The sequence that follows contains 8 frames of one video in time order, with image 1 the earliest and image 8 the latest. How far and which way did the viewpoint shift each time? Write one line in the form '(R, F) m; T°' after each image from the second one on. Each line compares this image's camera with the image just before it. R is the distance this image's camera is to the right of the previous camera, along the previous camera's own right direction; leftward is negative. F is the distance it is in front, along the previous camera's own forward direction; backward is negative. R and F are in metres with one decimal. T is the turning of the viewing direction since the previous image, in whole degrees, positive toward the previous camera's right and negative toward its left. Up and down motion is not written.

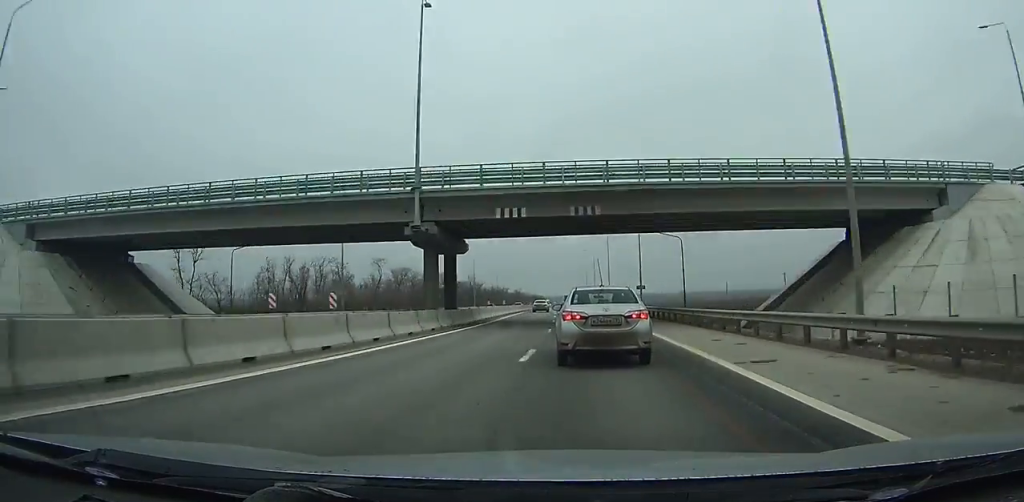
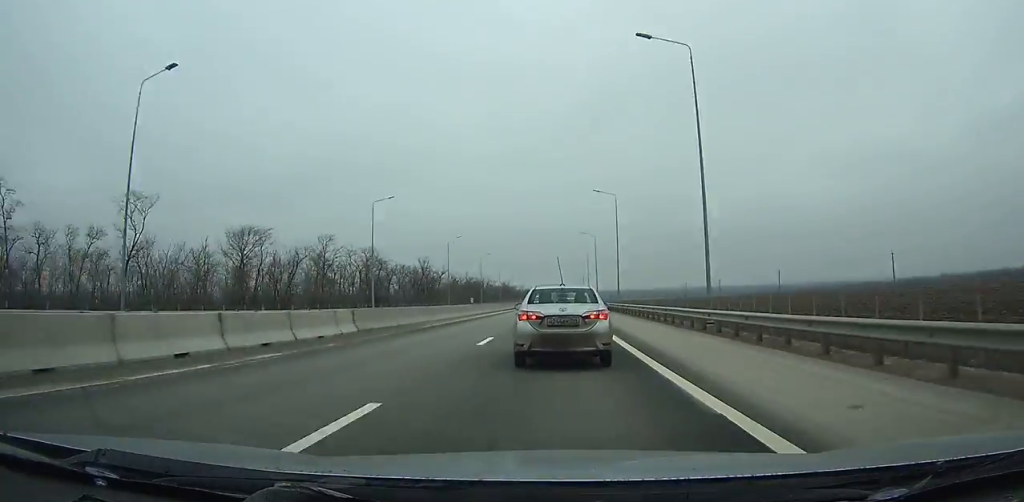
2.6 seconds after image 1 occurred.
(-0.2, +67.1) m; 0°
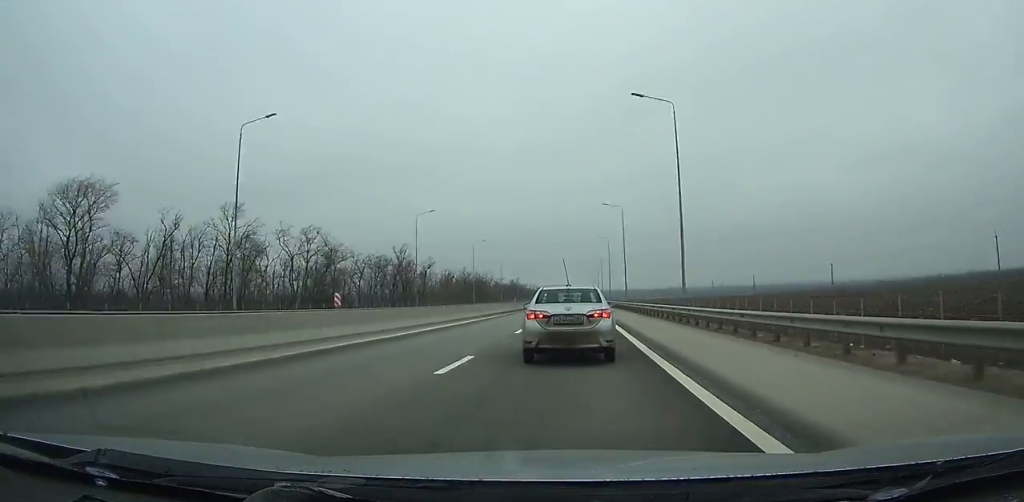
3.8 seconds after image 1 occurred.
(-0.2, +30.7) m; 0°
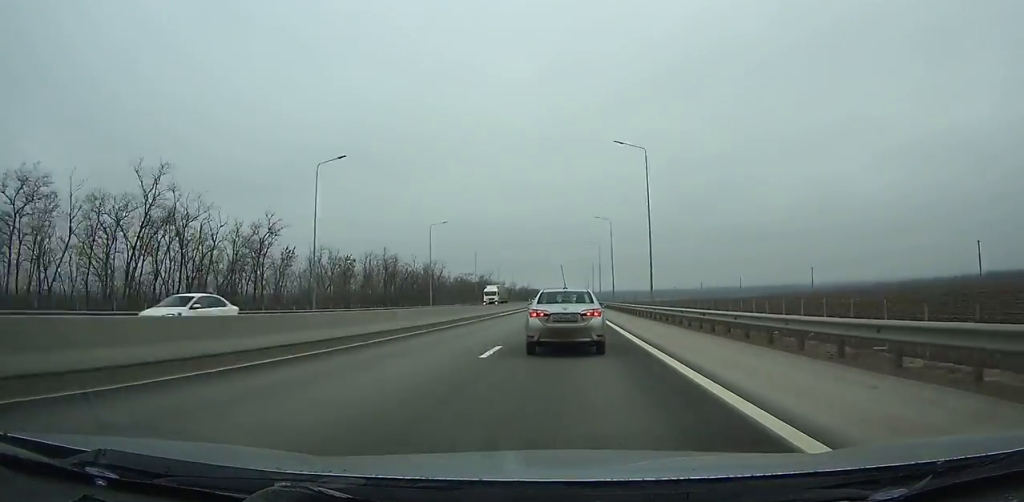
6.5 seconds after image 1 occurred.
(0.0, +68.3) m; 0°
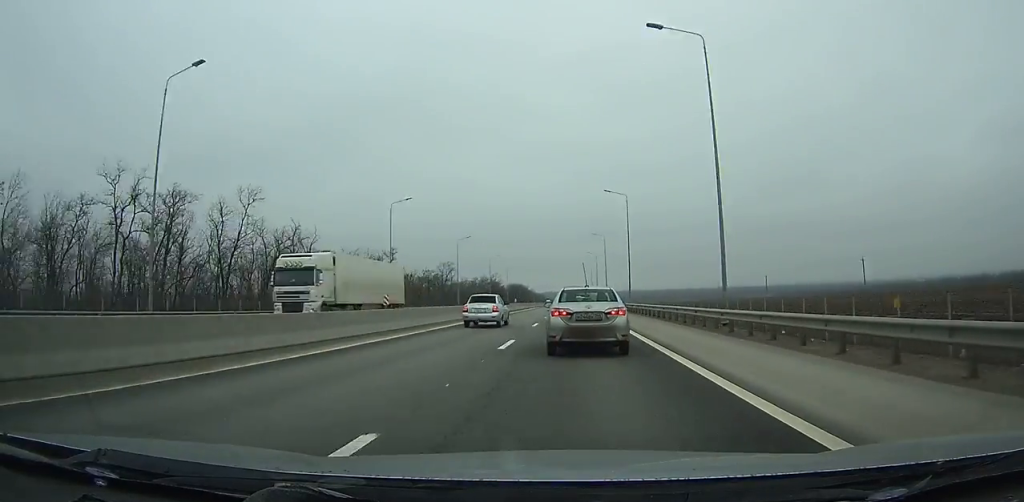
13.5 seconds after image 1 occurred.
(+0.3, +173.3) m; 0°
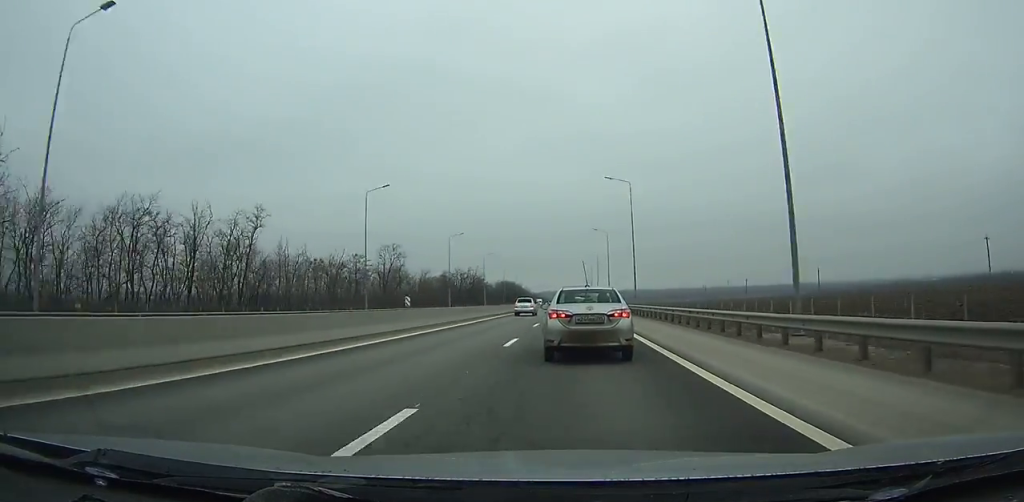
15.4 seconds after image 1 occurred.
(+0.1, +45.2) m; 0°
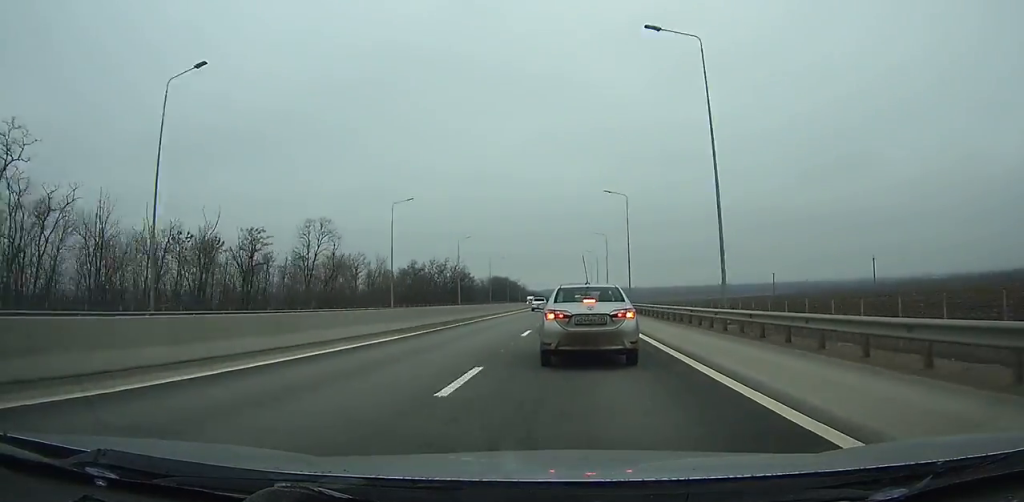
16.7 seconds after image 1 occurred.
(0.0, +30.9) m; 0°
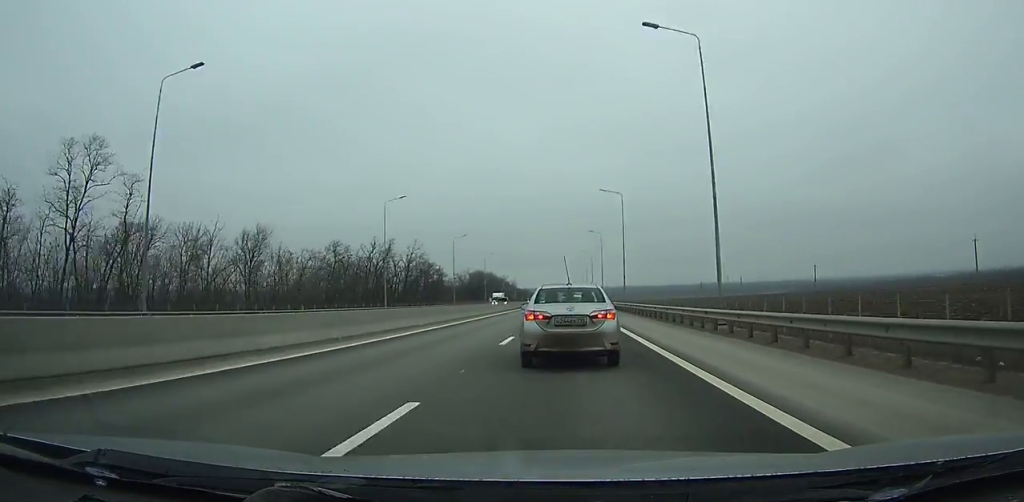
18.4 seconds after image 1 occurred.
(+0.1, +39.5) m; 0°
